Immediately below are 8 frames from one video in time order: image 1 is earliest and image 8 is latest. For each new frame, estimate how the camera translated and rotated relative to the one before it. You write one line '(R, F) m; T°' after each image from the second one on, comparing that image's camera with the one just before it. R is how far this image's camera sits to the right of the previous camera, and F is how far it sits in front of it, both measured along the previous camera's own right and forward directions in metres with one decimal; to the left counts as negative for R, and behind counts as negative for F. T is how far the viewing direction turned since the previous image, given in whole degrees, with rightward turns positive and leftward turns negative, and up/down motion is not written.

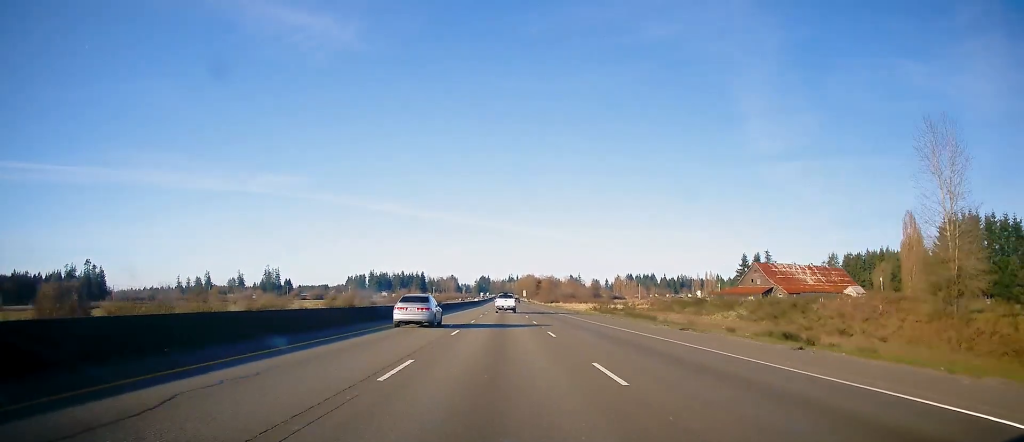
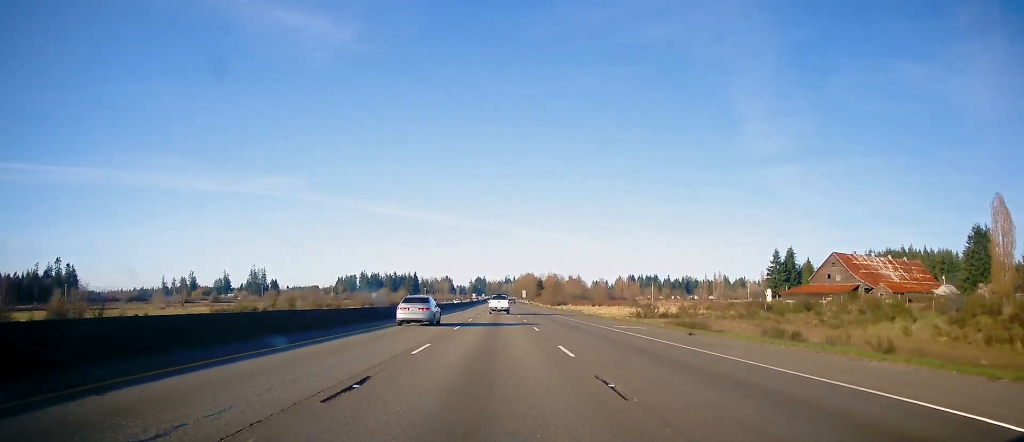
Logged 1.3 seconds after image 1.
(+0.2, +44.0) m; 0°
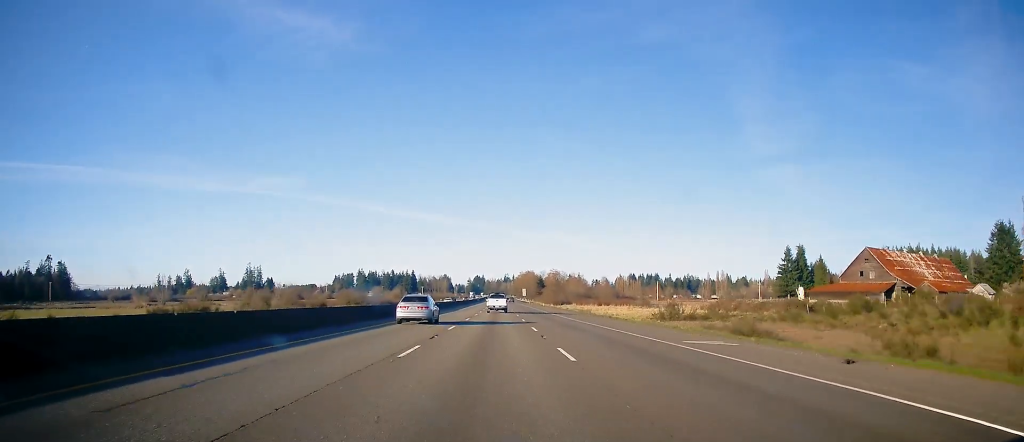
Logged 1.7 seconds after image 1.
(0.0, +13.2) m; 0°
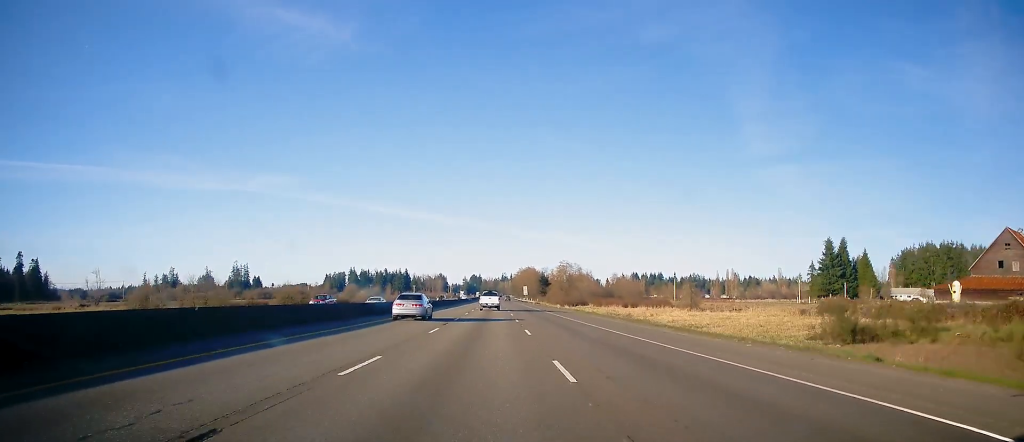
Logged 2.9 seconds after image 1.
(0.0, +39.6) m; 0°
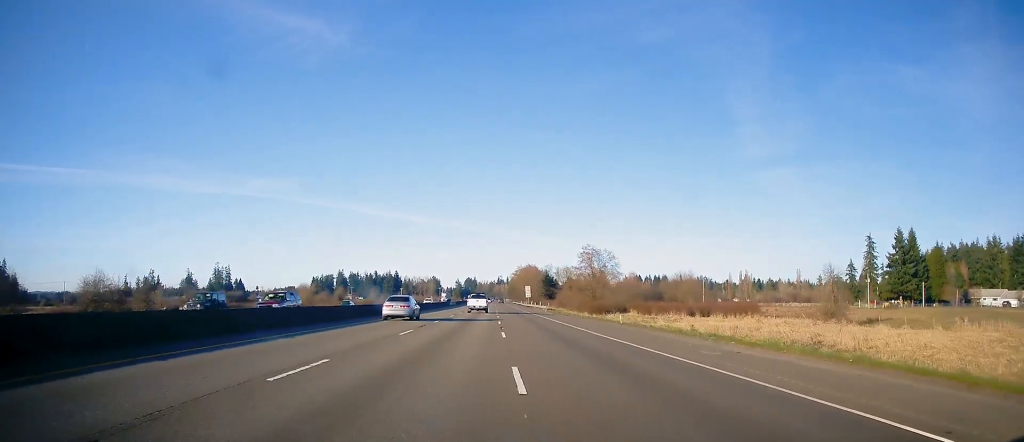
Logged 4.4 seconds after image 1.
(+0.1, +49.6) m; 0°
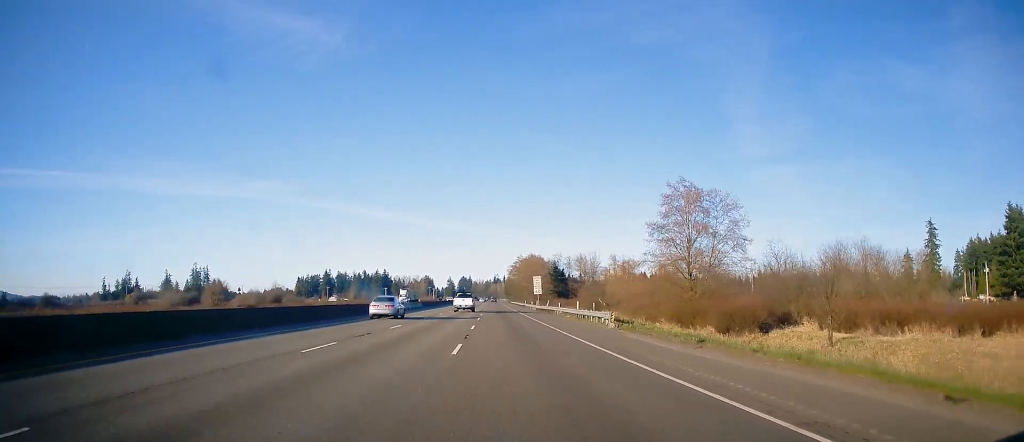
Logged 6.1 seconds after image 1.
(0.0, +55.7) m; 0°
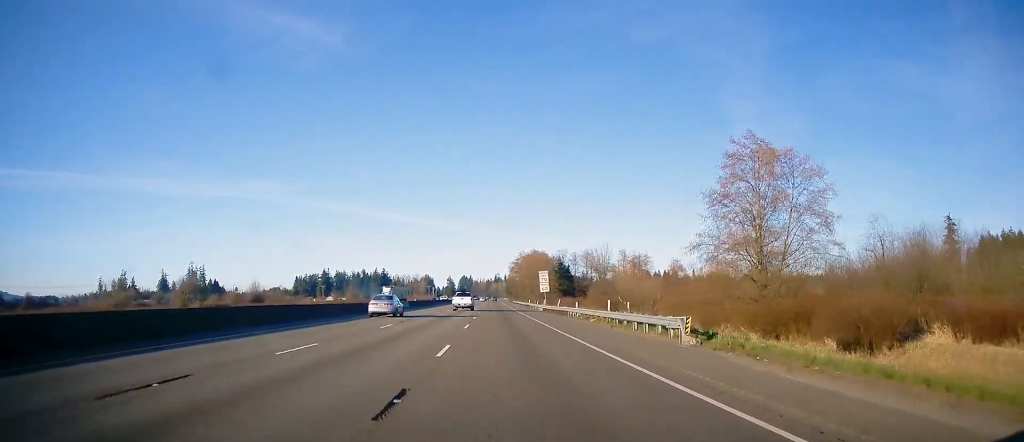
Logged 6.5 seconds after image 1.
(0.0, +13.4) m; 0°
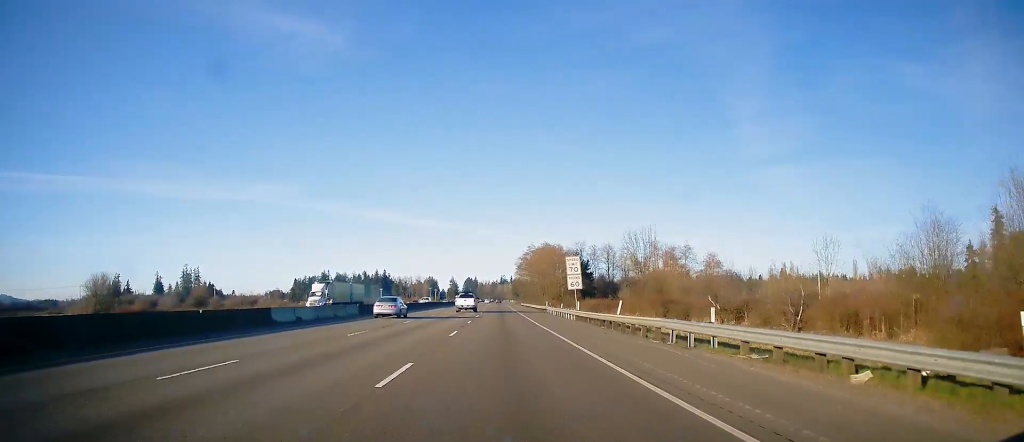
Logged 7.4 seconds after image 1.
(0.0, +28.9) m; 0°
